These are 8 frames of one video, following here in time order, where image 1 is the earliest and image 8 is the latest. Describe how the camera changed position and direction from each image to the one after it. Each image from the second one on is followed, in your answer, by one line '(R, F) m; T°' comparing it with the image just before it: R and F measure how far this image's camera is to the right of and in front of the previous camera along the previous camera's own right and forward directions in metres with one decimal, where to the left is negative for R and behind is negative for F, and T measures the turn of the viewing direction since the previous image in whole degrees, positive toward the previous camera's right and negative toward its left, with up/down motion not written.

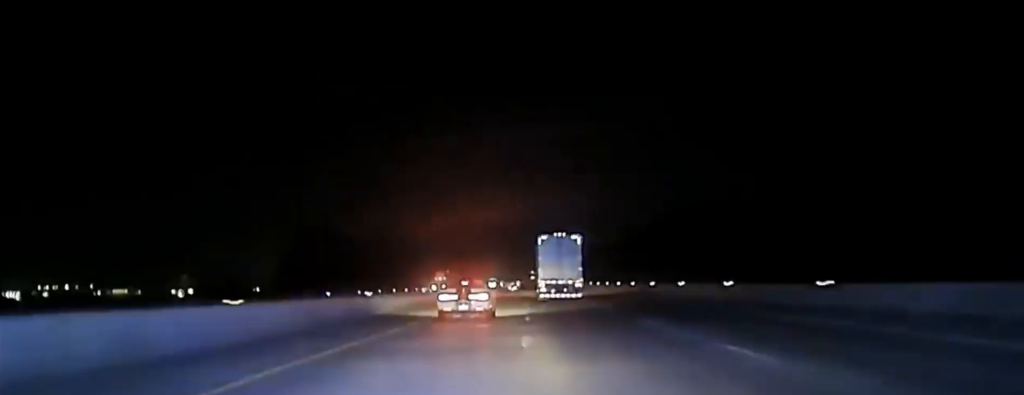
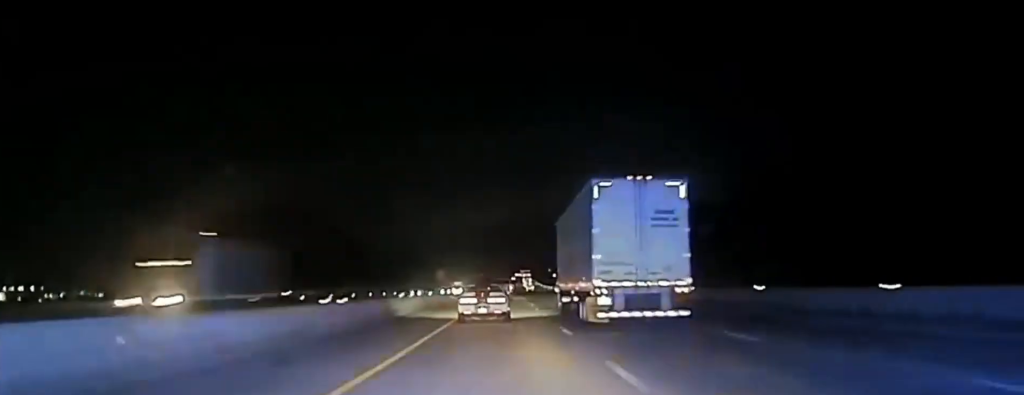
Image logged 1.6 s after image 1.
(+0.5, +77.9) m; +1°
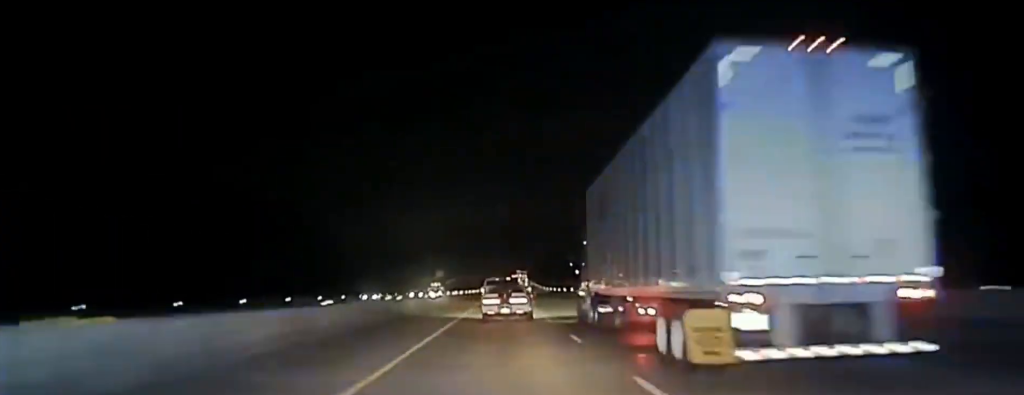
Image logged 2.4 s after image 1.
(+0.1, +40.5) m; +1°
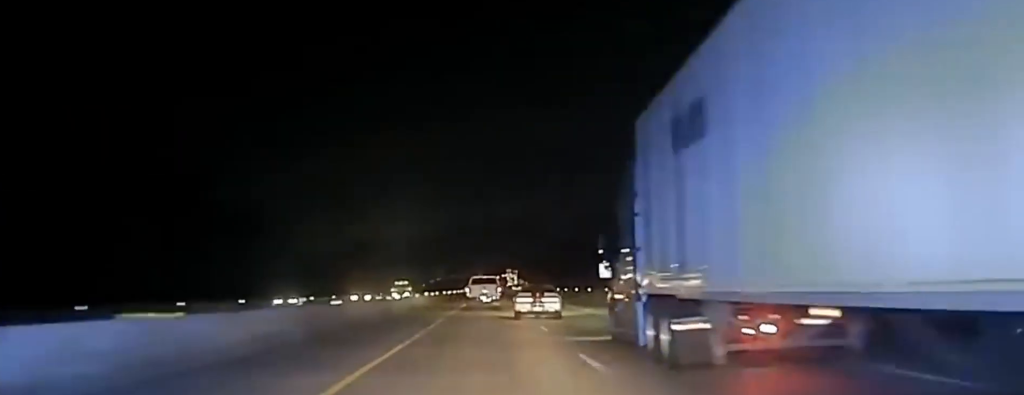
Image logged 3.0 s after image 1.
(0.0, +30.7) m; +1°
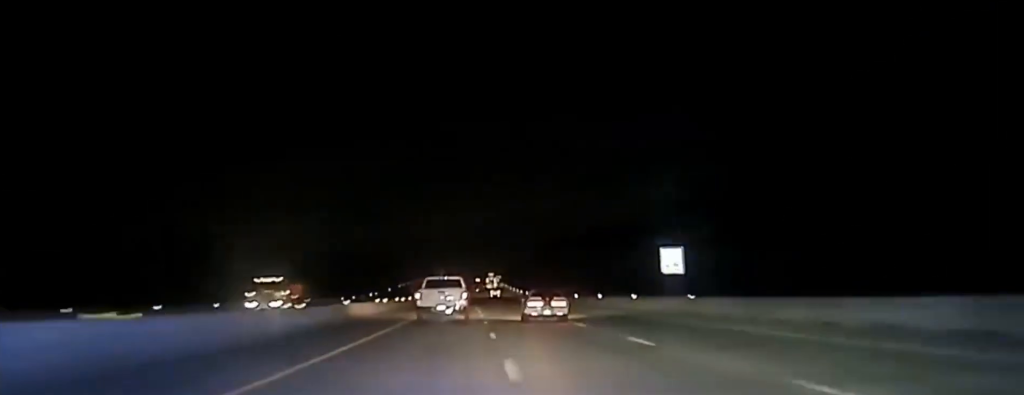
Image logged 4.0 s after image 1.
(+0.5, +47.1) m; +1°
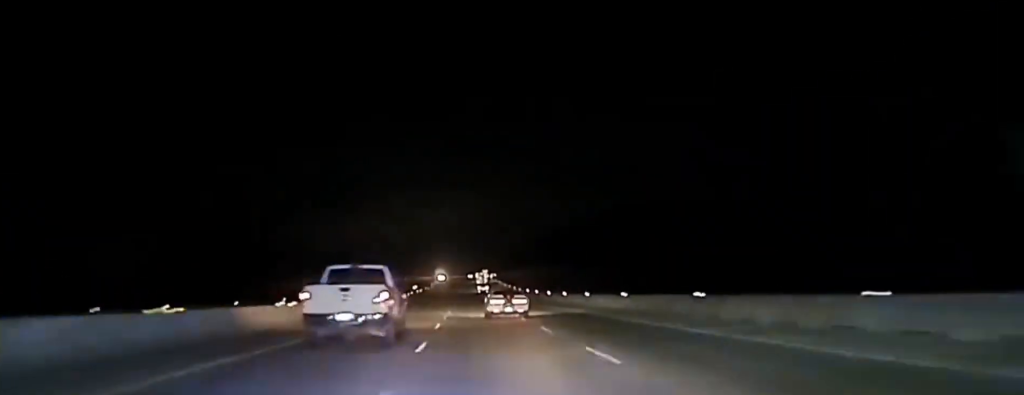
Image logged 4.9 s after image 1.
(+0.4, +42.8) m; 0°
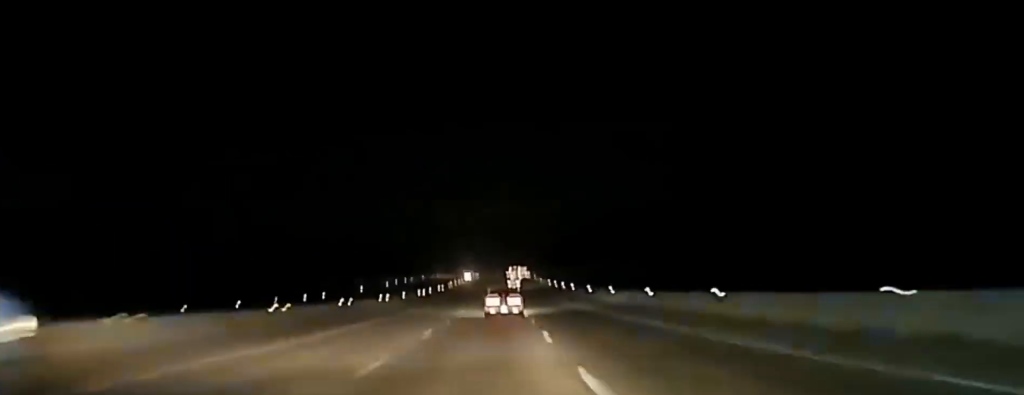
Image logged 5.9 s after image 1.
(-0.5, +51.2) m; -1°
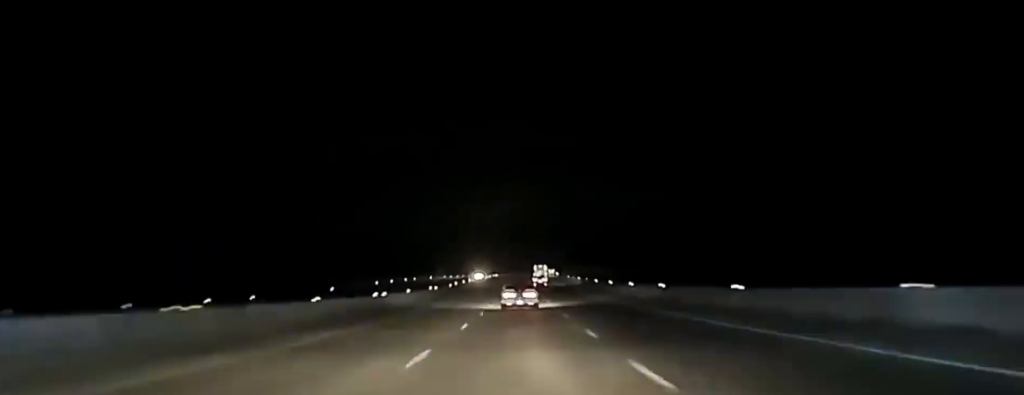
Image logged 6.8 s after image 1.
(-0.5, +51.3) m; -1°
